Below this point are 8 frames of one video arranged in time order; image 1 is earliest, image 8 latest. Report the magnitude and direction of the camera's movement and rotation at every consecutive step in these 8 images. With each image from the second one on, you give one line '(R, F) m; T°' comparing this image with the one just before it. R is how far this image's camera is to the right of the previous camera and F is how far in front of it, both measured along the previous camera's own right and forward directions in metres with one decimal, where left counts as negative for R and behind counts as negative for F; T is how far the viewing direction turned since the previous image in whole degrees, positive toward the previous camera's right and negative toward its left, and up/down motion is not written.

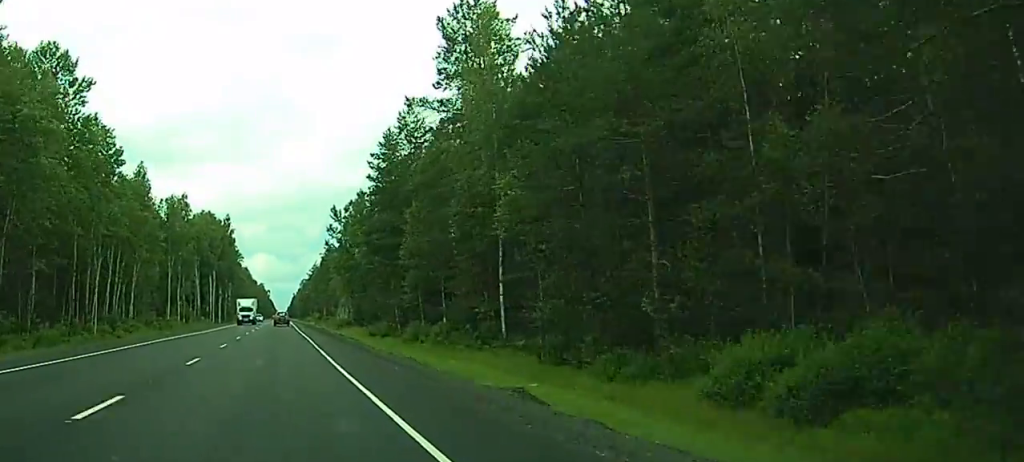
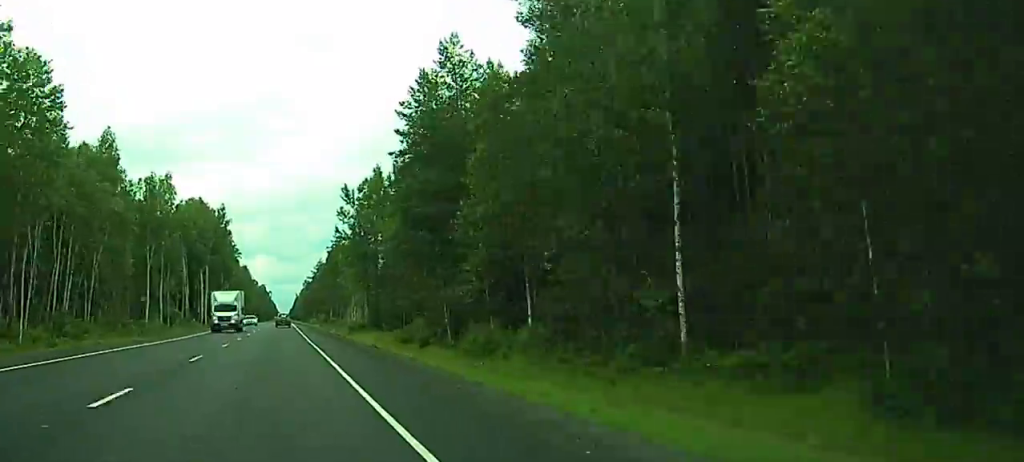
(0.0, +22.7) m; 0°
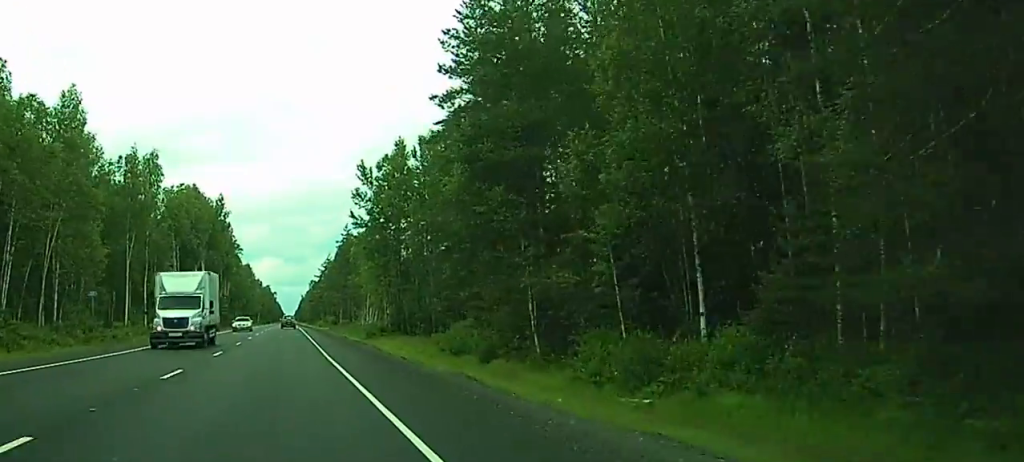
(+0.1, +18.0) m; 0°
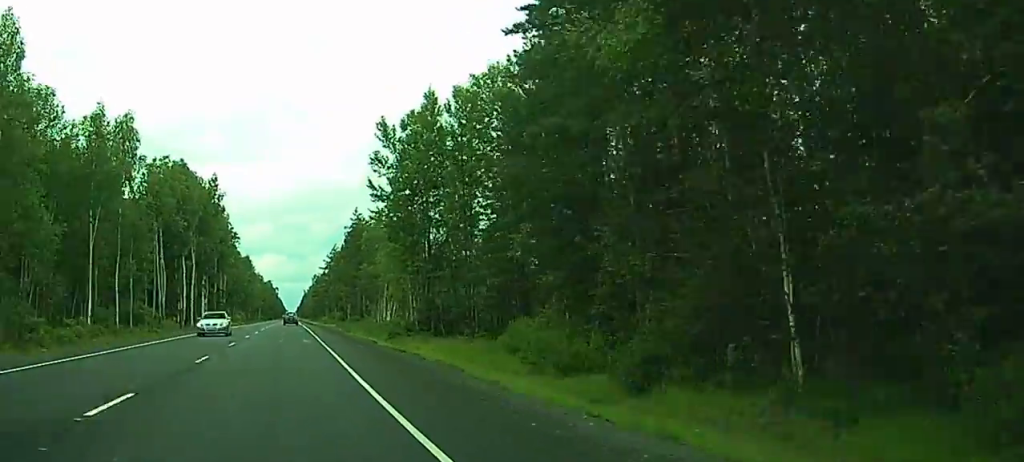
(-0.1, +18.9) m; 0°
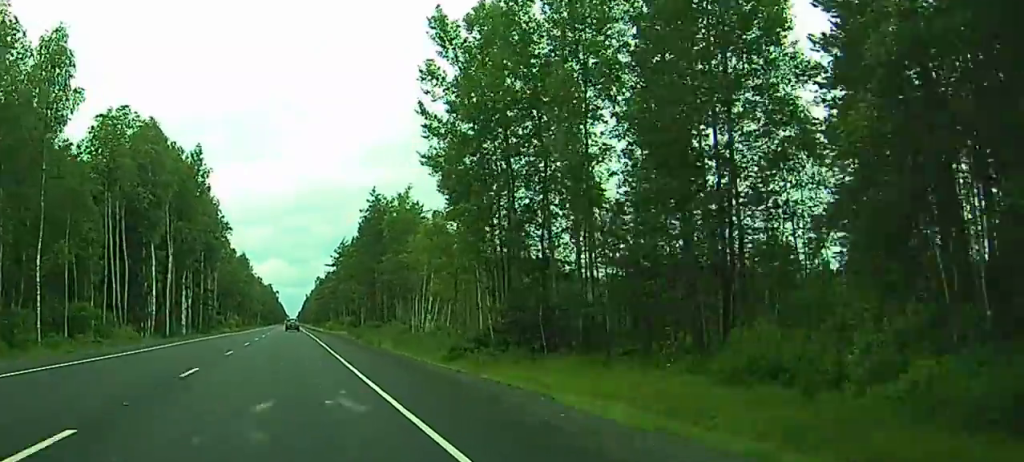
(0.0, +28.3) m; 0°
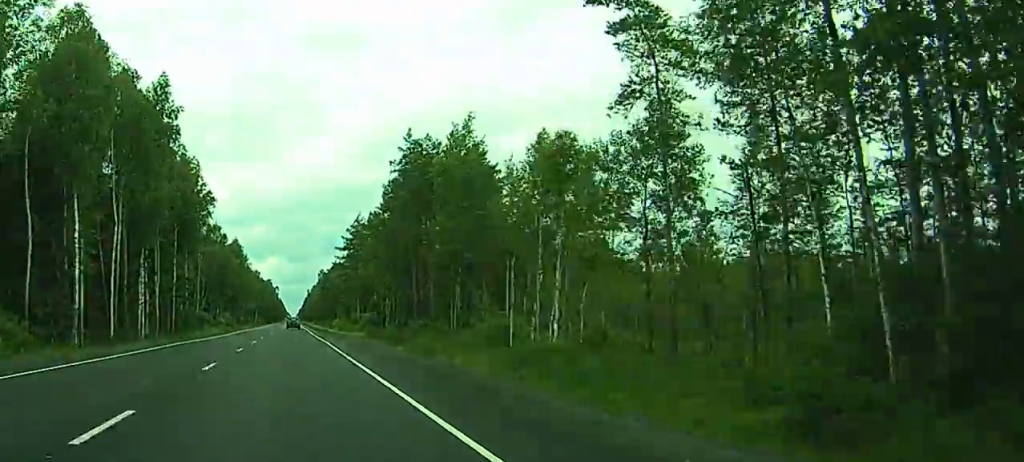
(-0.2, +34.0) m; -2°
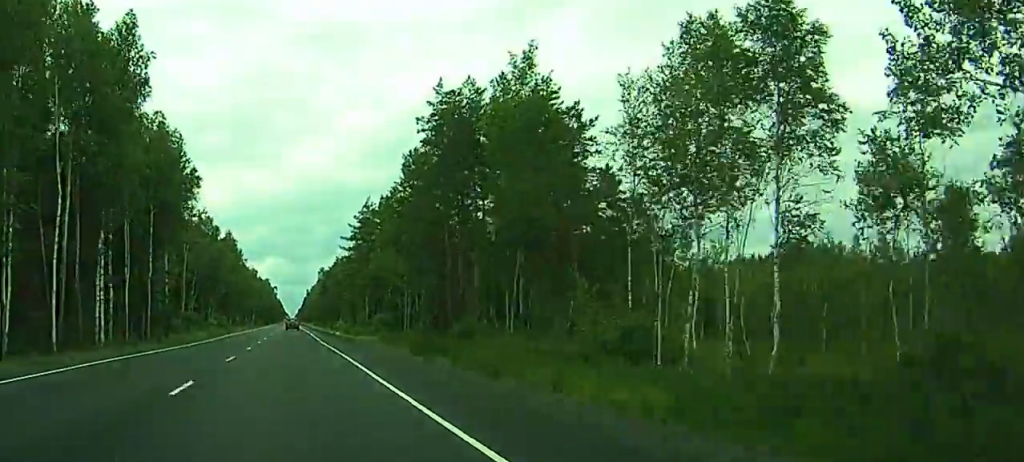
(-0.3, +17.9) m; 0°
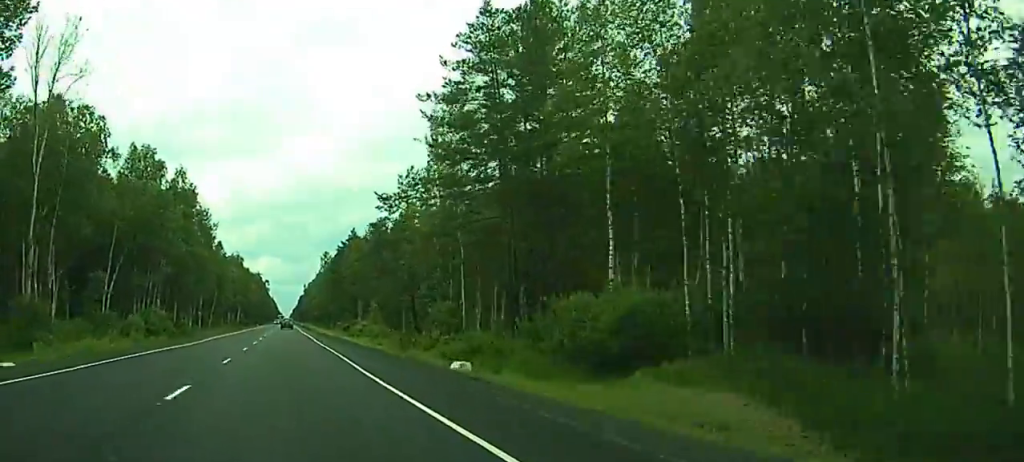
(+1.7, +72.4) m; +2°
